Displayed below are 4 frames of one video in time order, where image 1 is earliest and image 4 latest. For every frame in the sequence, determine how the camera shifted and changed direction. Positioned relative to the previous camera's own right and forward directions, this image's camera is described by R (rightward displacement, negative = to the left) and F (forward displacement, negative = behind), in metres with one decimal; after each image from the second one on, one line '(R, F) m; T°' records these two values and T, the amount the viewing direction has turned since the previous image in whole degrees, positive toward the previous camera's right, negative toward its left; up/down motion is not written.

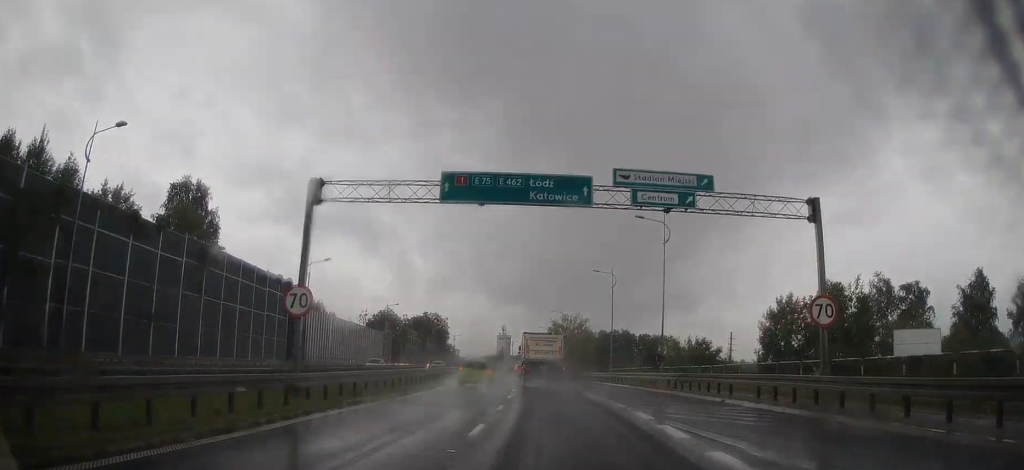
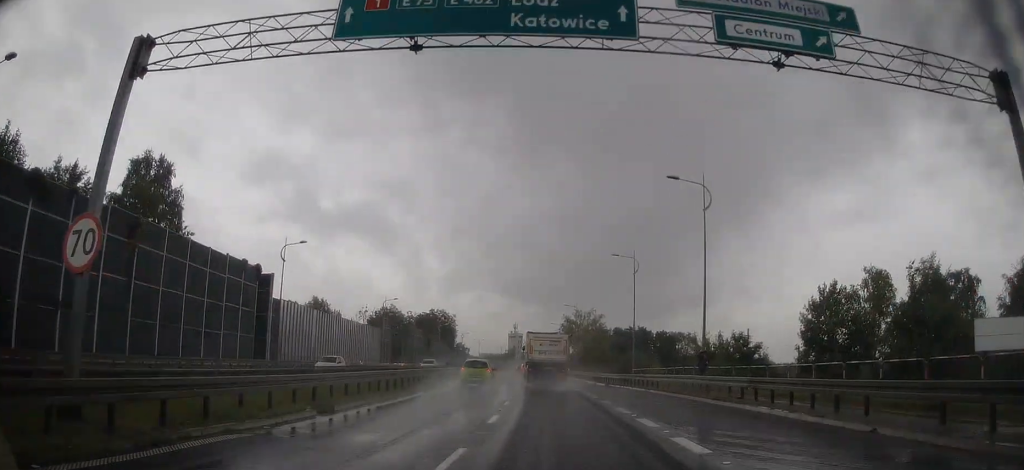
(0.0, +9.1) m; -1°
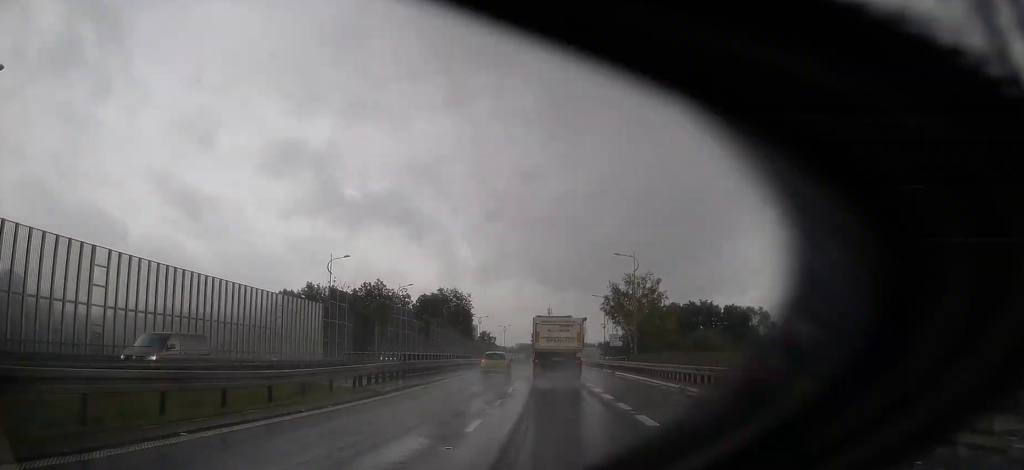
(-0.9, +38.5) m; -3°
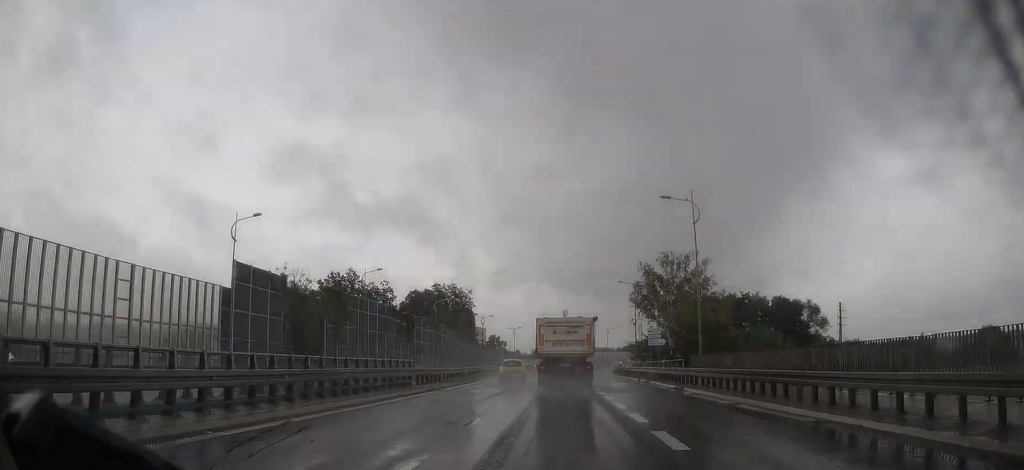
(-0.2, +22.8) m; -1°
